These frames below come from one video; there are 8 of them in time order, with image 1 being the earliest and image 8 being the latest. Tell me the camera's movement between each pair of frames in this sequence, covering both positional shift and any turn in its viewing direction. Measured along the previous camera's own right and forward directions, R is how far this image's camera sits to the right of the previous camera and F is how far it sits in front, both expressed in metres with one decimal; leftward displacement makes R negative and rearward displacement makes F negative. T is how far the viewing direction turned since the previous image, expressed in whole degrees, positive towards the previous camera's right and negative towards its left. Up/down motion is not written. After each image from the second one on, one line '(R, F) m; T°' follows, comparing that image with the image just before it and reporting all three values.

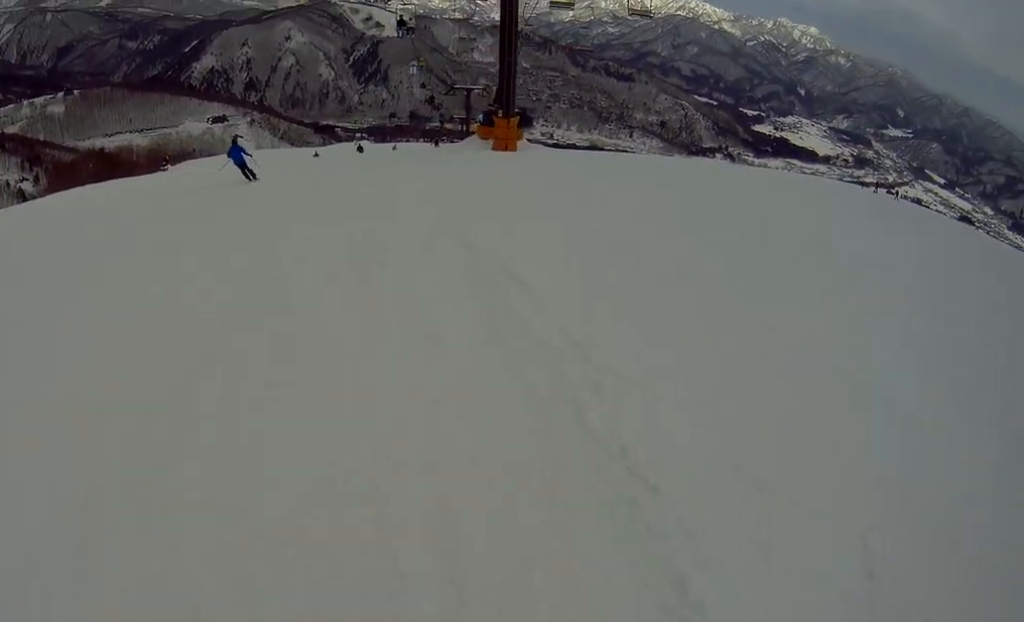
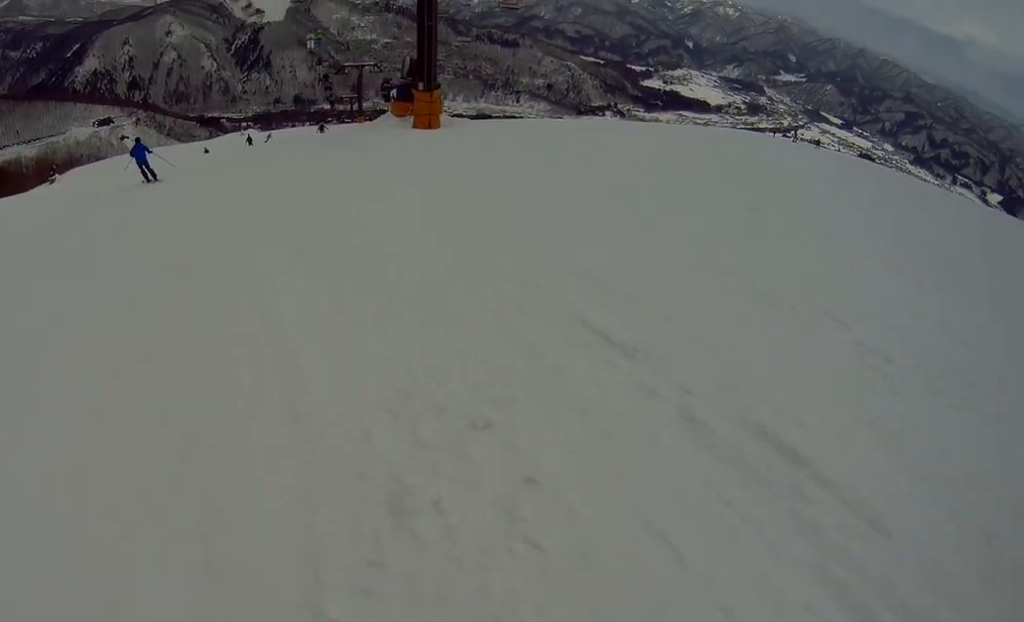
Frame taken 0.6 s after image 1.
(+0.2, +4.6) m; +1°
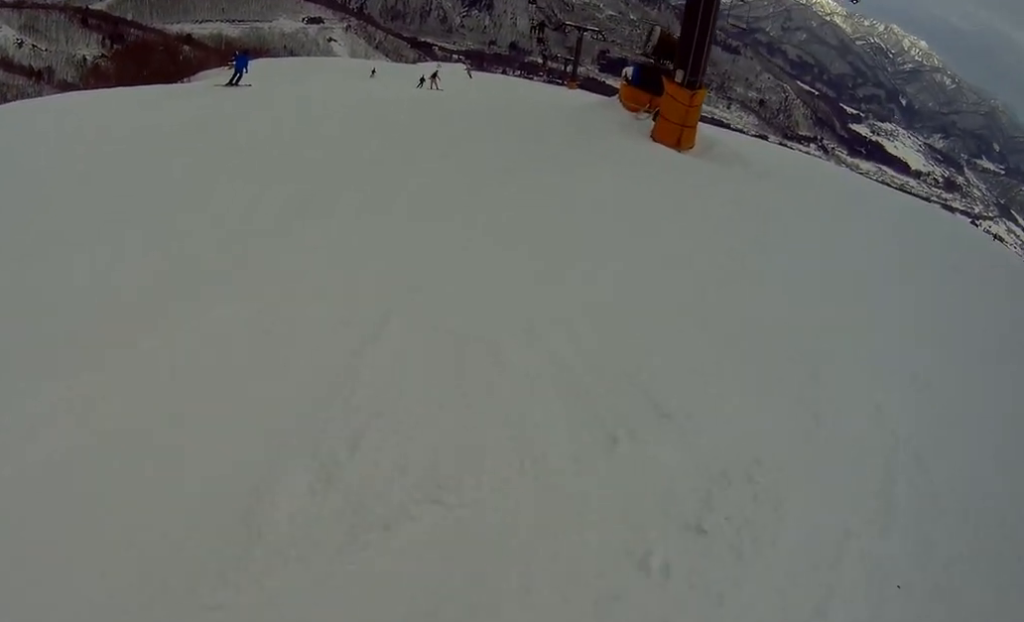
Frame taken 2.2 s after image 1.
(-2.3, +13.3) m; -4°
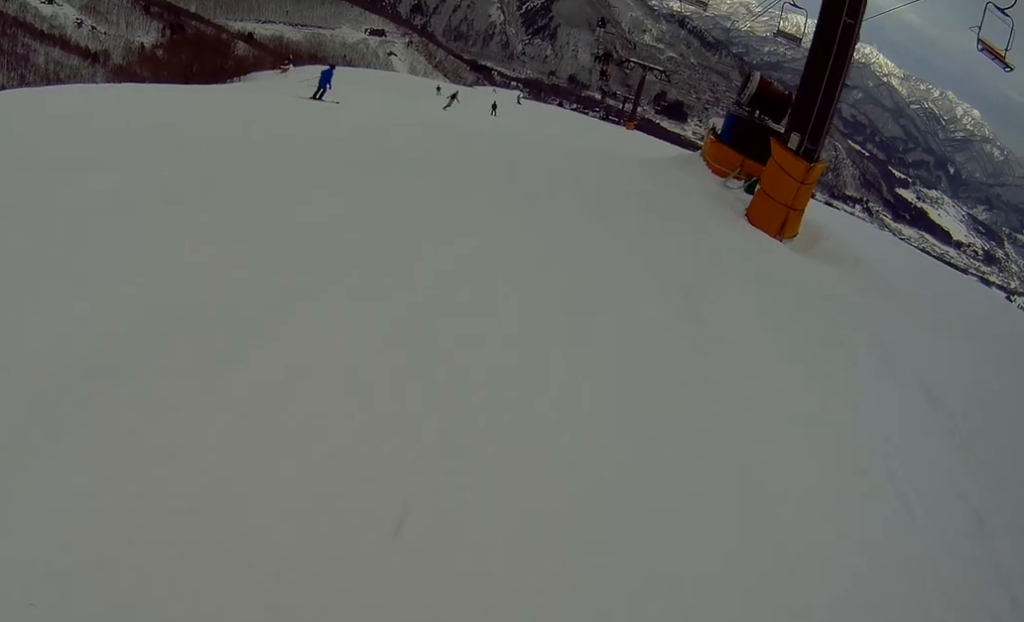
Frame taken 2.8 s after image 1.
(+0.7, +5.1) m; +6°
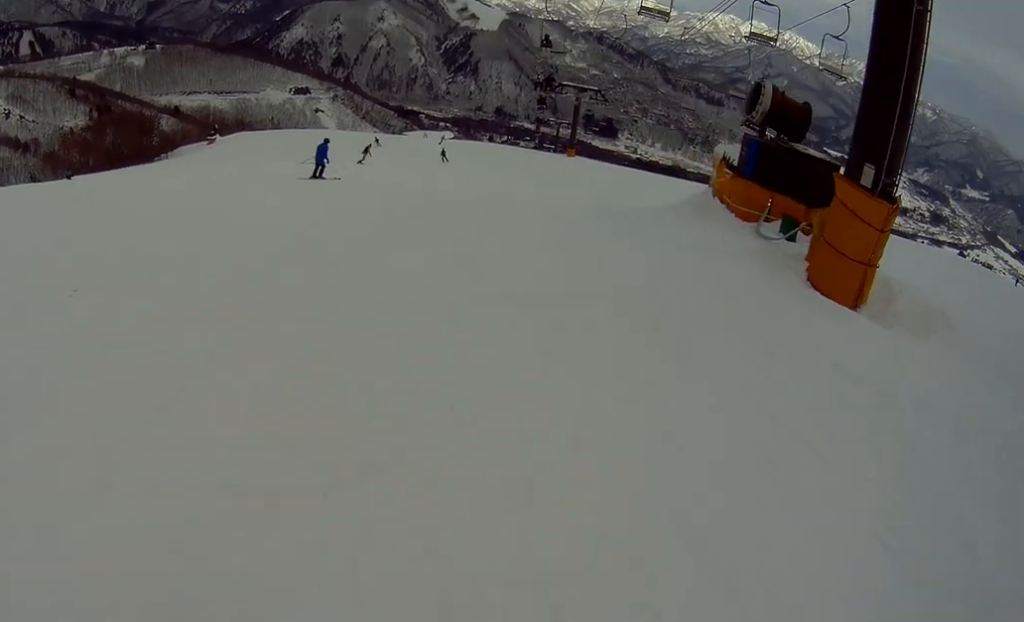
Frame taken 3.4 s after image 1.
(+1.1, +4.8) m; +7°
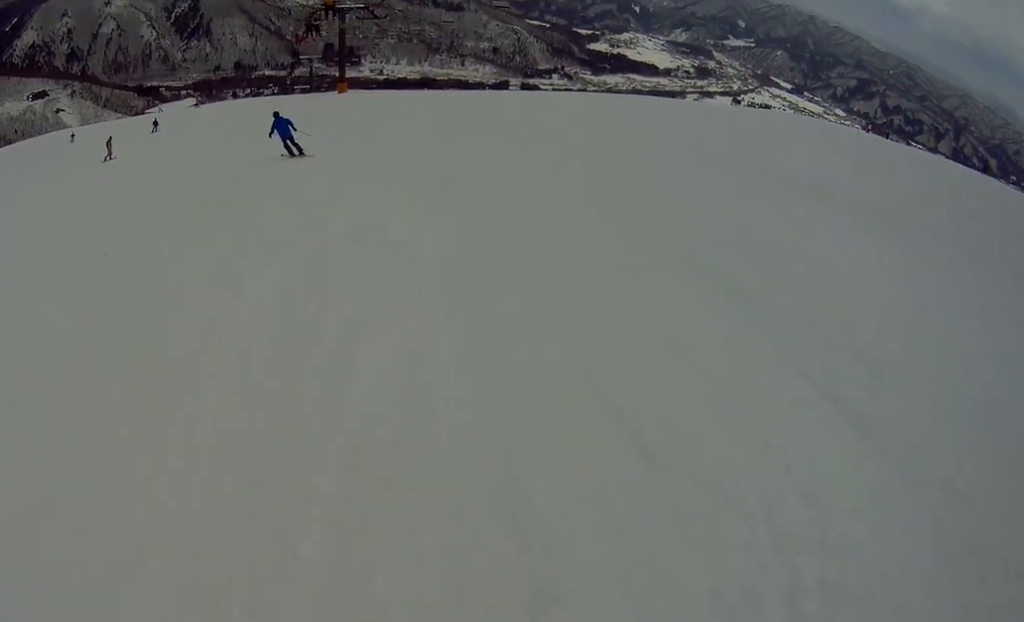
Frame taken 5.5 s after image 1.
(-0.4, +19.8) m; -14°
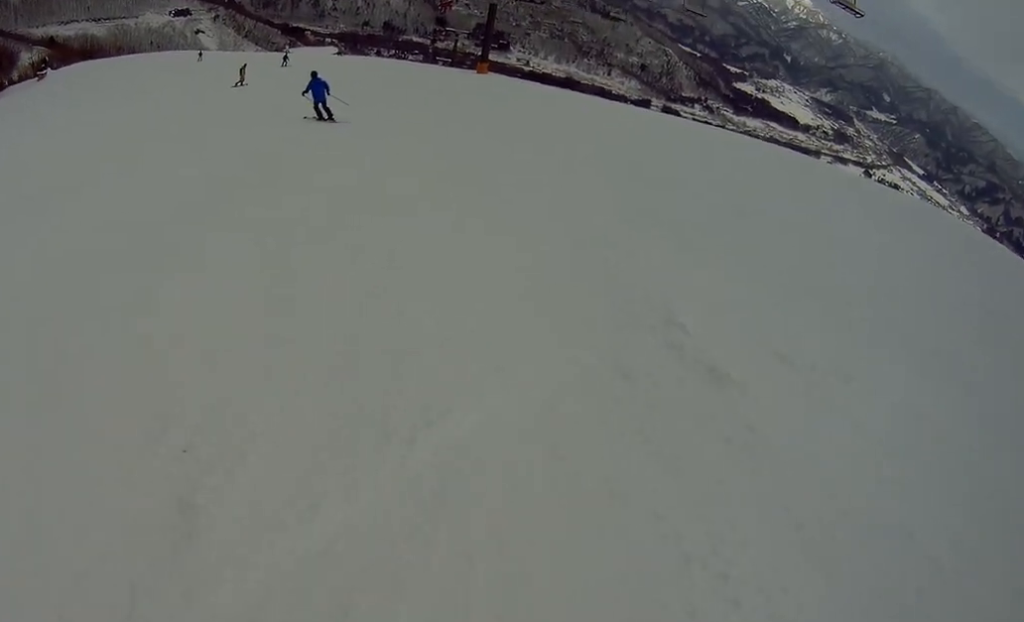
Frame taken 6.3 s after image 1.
(-2.0, +6.9) m; -8°
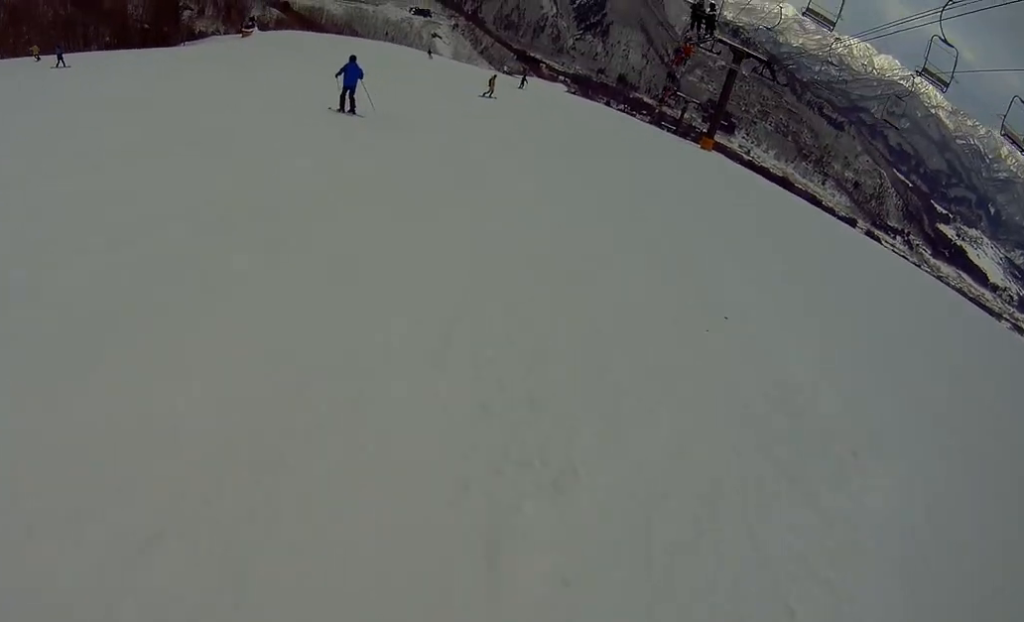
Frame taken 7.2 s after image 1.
(+0.5, +8.1) m; +2°
